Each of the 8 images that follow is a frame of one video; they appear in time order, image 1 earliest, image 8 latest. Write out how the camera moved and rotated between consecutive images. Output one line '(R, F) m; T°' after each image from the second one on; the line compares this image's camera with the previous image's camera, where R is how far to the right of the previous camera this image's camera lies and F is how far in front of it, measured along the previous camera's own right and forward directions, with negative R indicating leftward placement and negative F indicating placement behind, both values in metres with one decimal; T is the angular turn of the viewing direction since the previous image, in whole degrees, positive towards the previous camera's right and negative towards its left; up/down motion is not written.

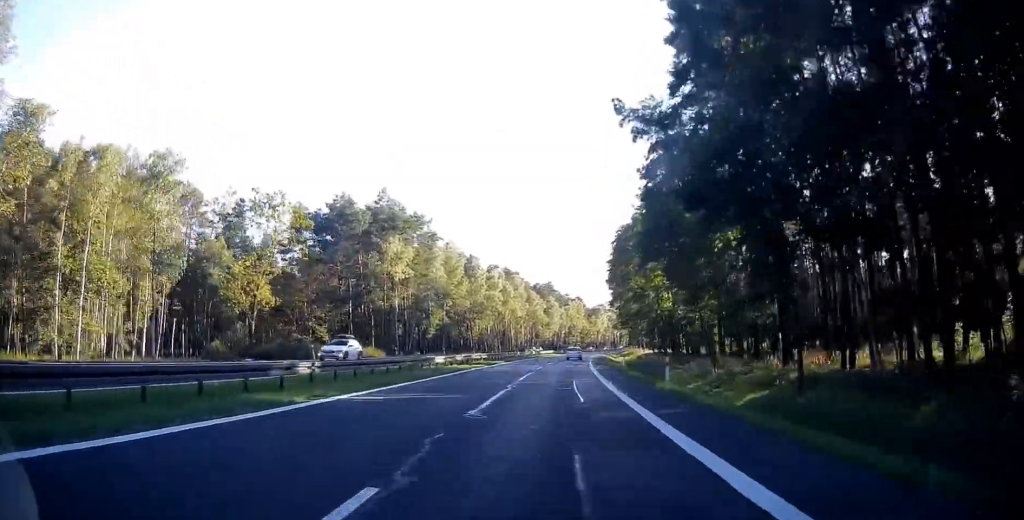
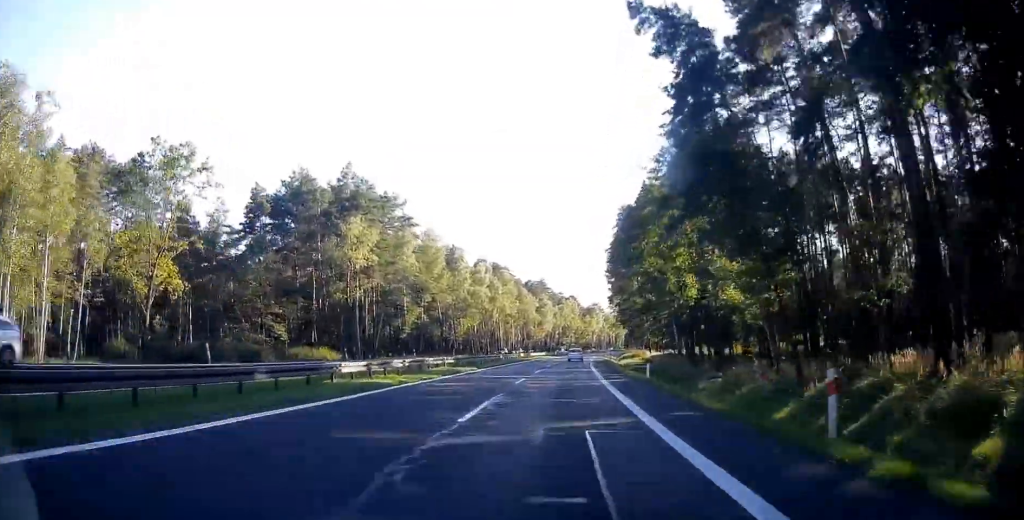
(0.0, +13.7) m; 0°
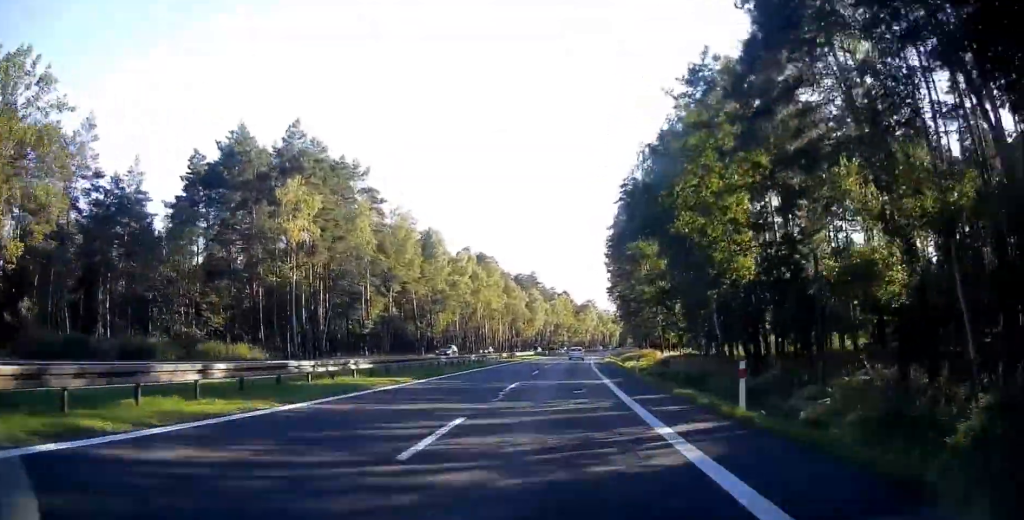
(+0.1, +15.4) m; 0°
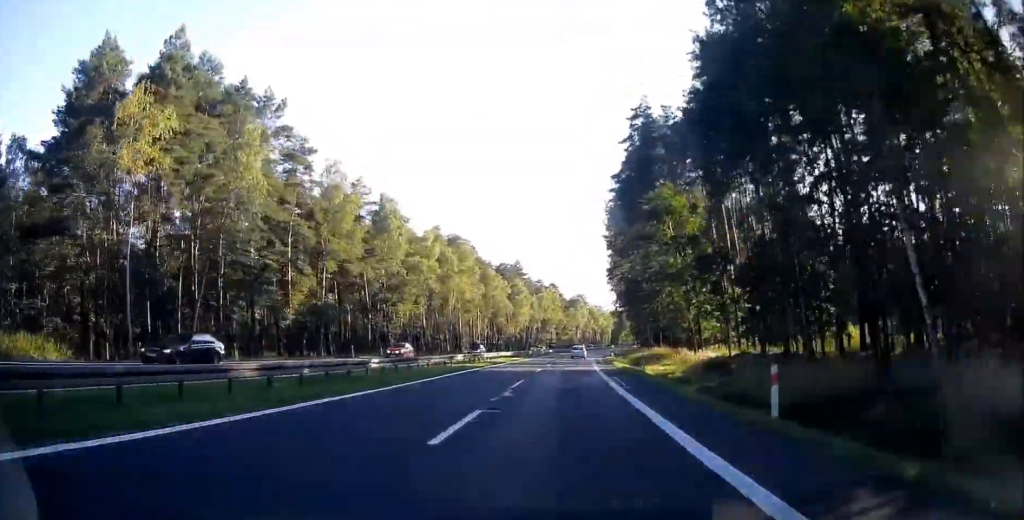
(0.0, +22.0) m; 0°
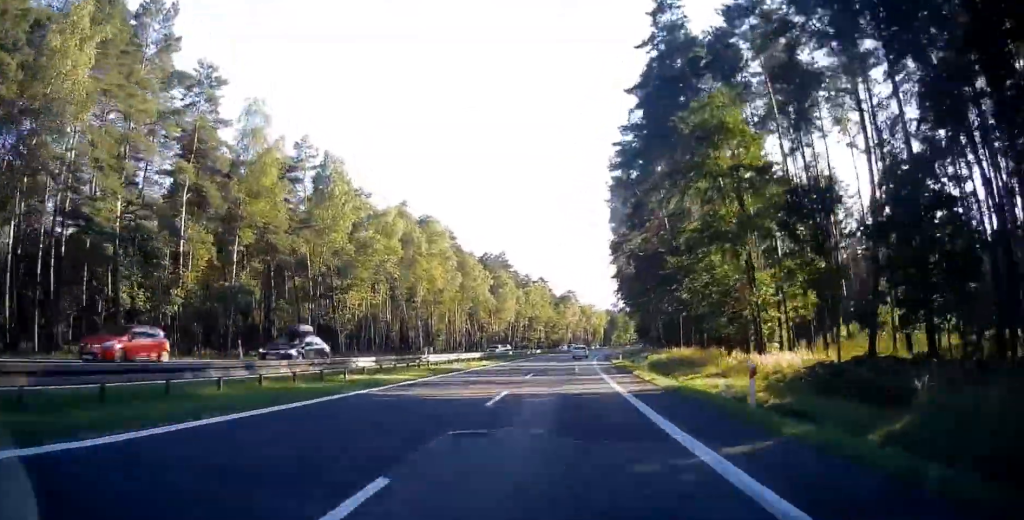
(+0.1, +18.1) m; +1°
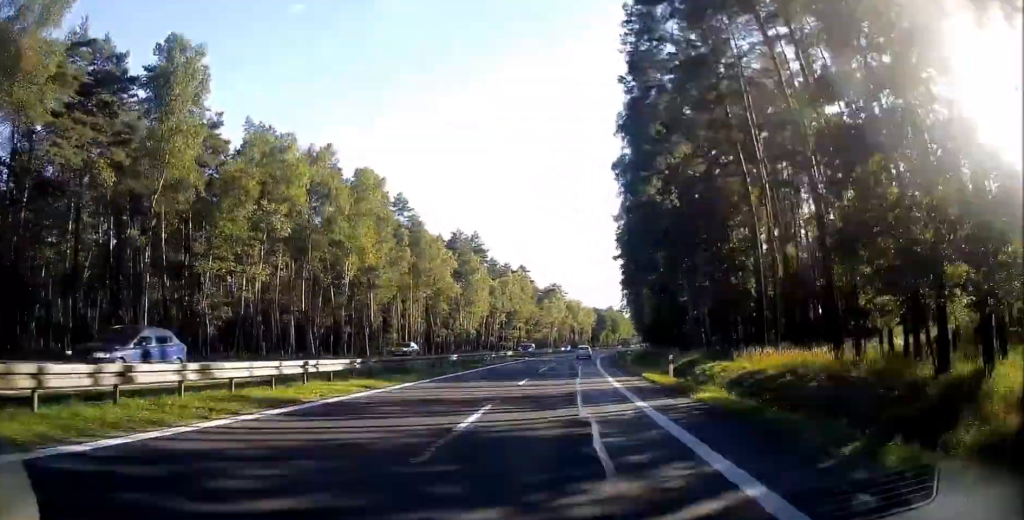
(+0.4, +27.4) m; +2°
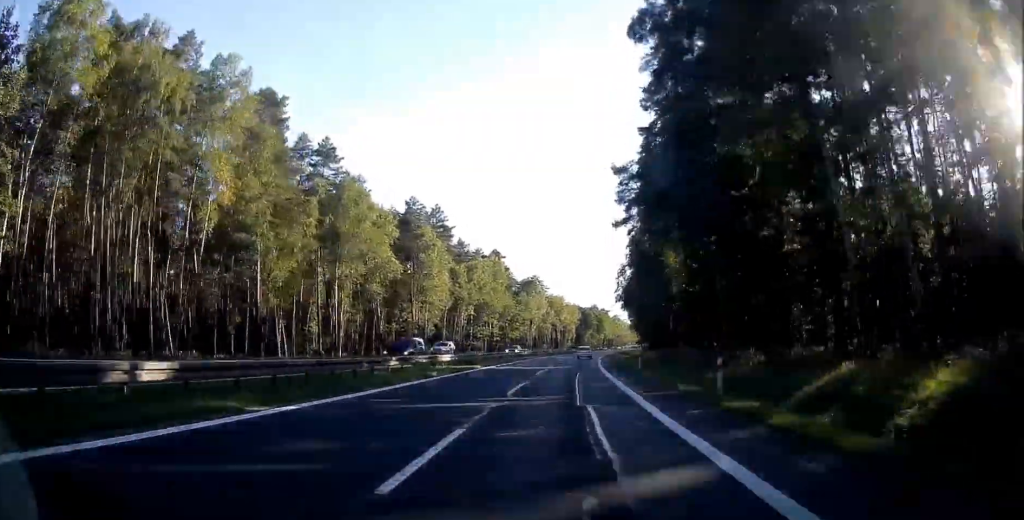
(+0.7, +28.4) m; +2°
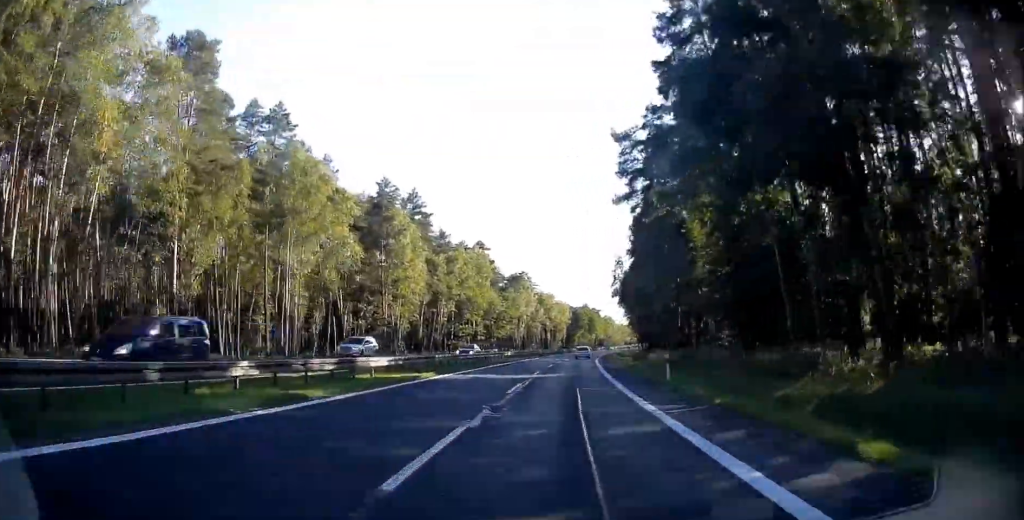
(+0.1, +11.8) m; +1°
